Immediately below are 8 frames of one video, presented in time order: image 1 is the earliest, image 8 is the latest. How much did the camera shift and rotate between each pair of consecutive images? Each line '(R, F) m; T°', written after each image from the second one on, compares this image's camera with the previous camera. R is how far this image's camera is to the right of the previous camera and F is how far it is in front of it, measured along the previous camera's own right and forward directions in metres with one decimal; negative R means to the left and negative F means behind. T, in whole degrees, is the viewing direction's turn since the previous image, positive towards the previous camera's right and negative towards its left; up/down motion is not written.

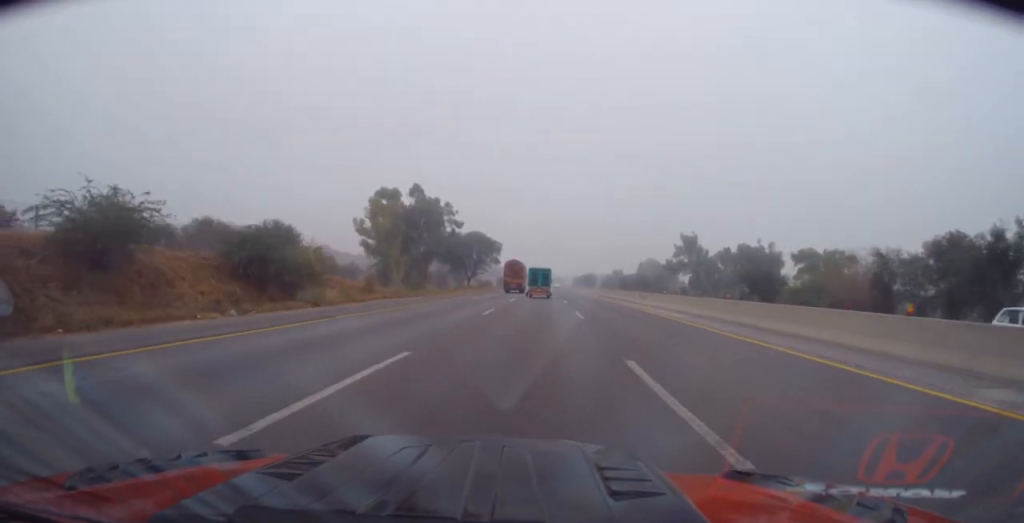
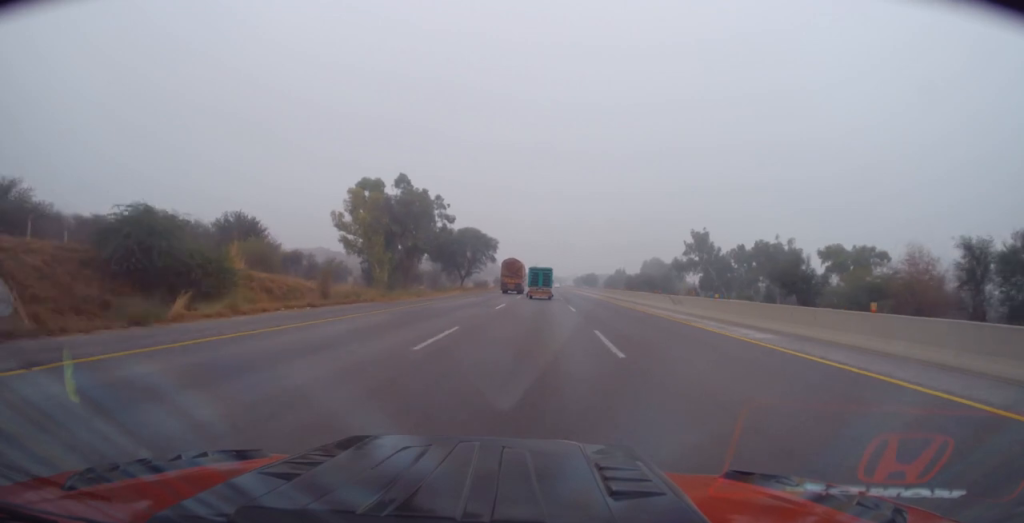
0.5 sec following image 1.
(0.0, +11.5) m; 0°
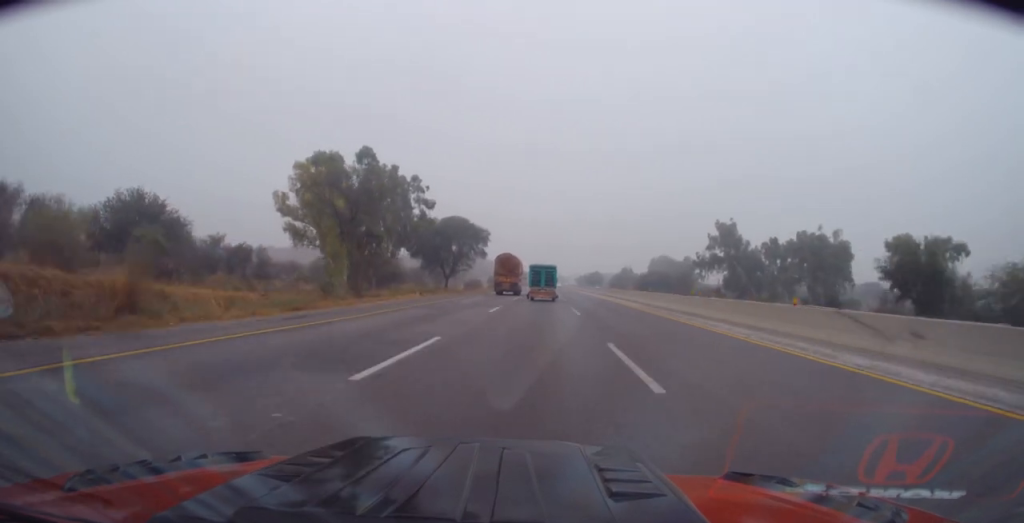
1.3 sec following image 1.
(0.0, +21.5) m; 0°
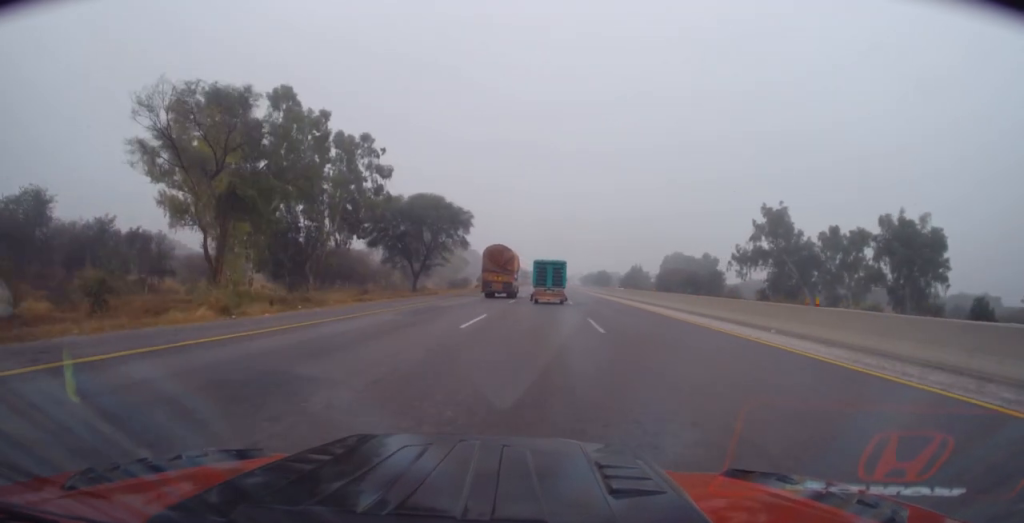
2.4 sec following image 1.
(-0.1, +27.4) m; +1°
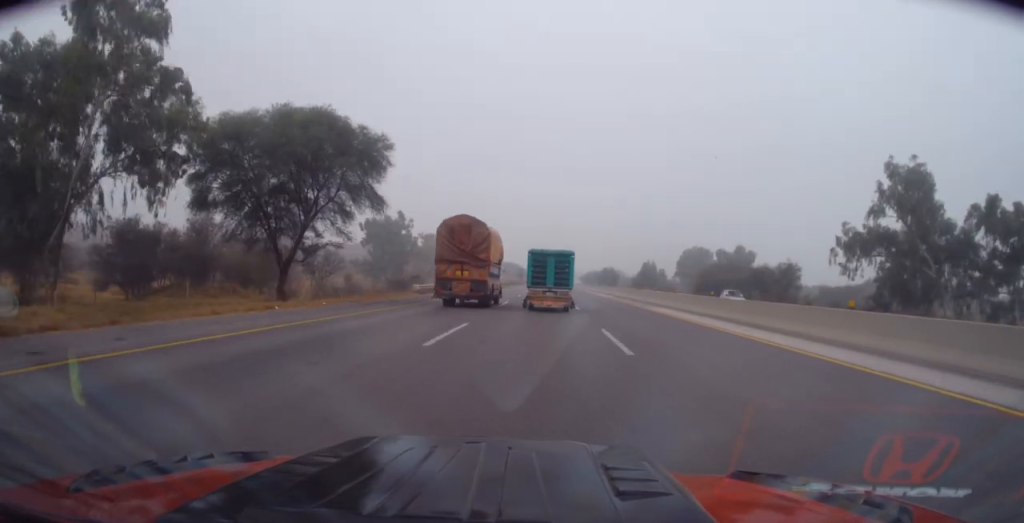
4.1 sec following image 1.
(-0.2, +41.2) m; -1°
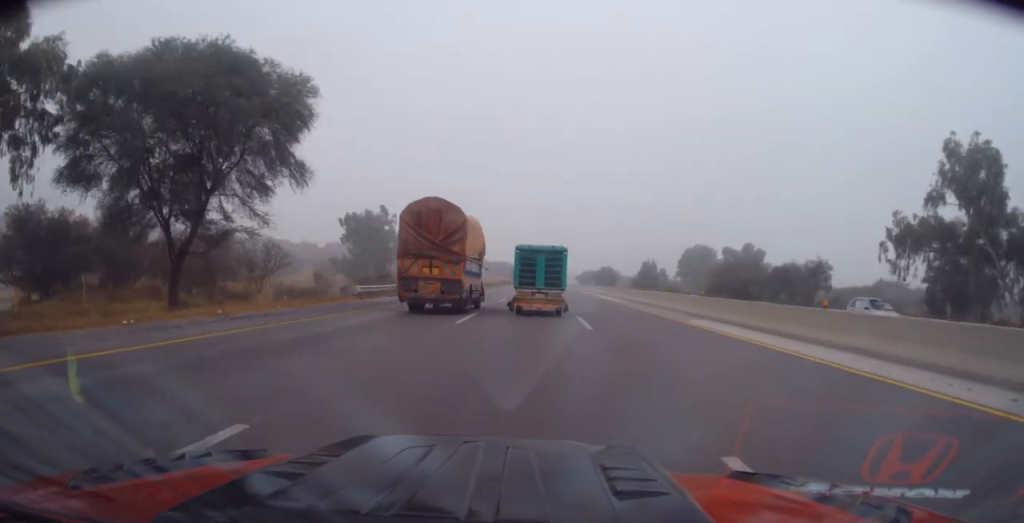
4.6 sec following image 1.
(+0.1, +12.1) m; 0°
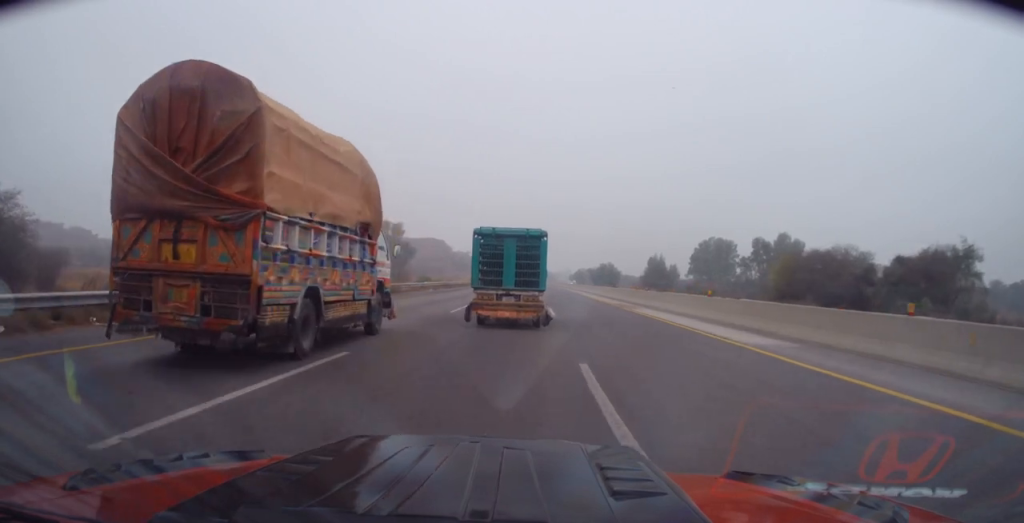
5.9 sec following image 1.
(+0.3, +31.2) m; +1°
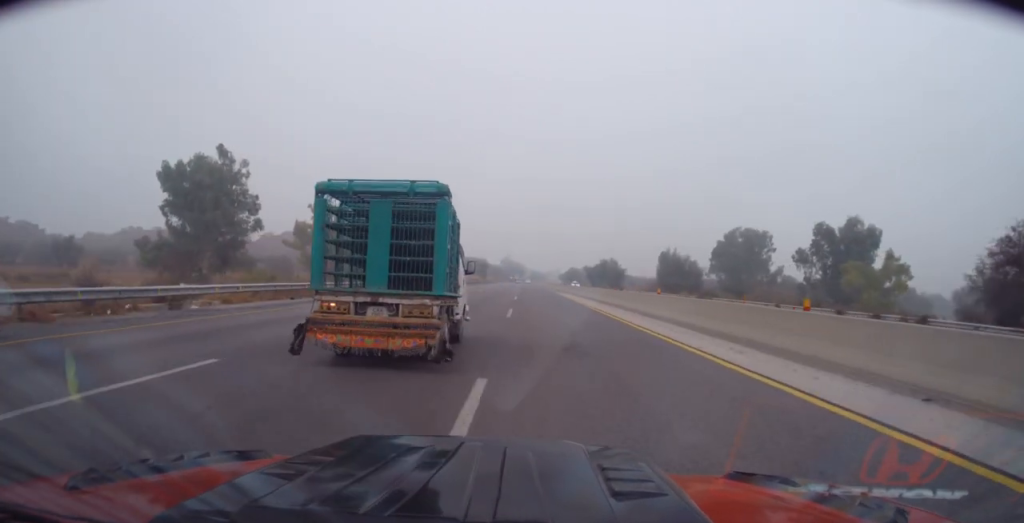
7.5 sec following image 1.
(+0.5, +37.5) m; +1°
